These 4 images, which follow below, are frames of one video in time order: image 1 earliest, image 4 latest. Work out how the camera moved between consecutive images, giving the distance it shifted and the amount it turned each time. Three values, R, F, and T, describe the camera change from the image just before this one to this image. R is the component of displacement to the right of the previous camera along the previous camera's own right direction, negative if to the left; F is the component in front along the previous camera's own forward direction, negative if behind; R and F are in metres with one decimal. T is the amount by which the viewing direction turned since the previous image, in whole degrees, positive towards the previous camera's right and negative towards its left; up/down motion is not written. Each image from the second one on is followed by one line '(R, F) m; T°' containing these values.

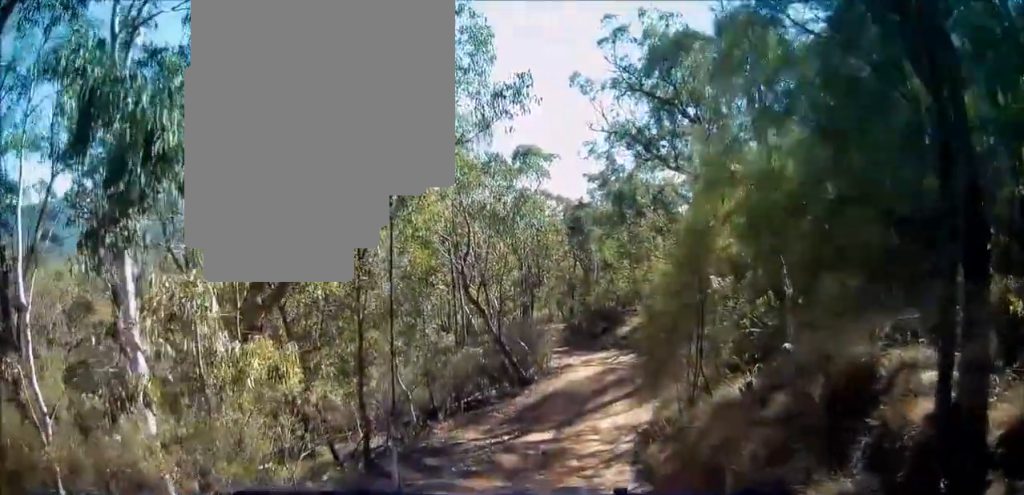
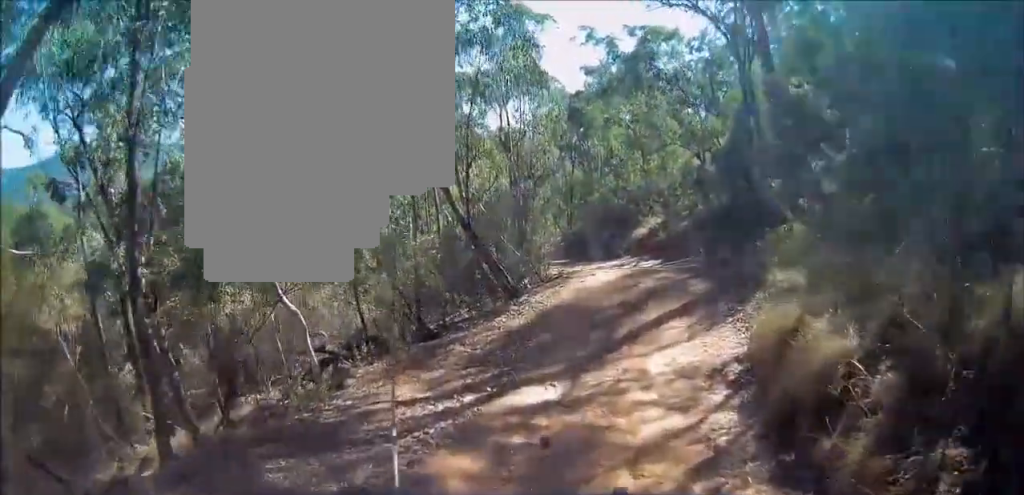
(+0.5, +7.2) m; +10°
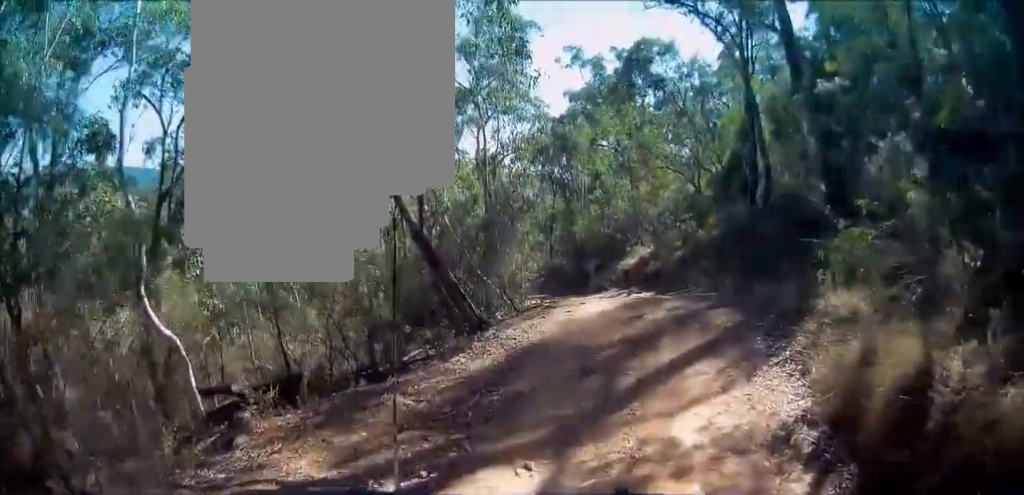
(-0.1, +2.7) m; +8°
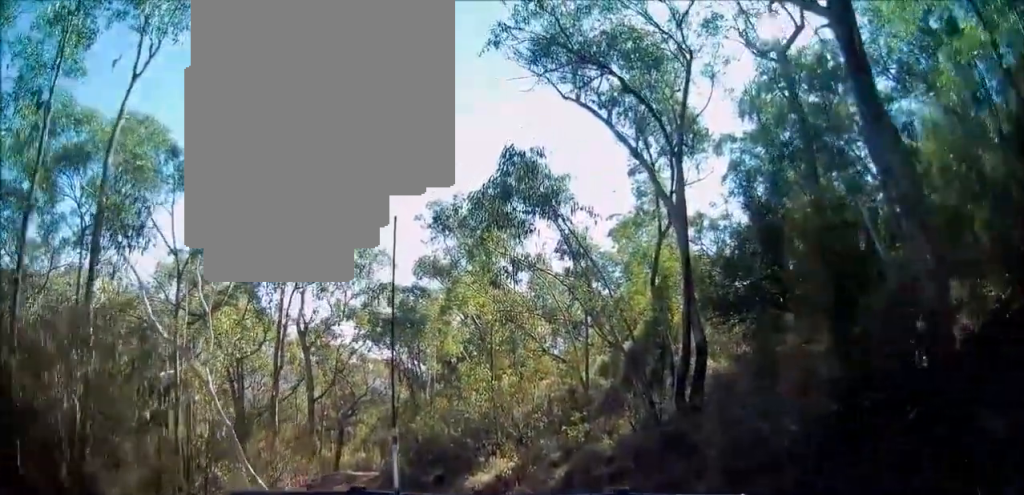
(+1.3, +7.9) m; +6°
